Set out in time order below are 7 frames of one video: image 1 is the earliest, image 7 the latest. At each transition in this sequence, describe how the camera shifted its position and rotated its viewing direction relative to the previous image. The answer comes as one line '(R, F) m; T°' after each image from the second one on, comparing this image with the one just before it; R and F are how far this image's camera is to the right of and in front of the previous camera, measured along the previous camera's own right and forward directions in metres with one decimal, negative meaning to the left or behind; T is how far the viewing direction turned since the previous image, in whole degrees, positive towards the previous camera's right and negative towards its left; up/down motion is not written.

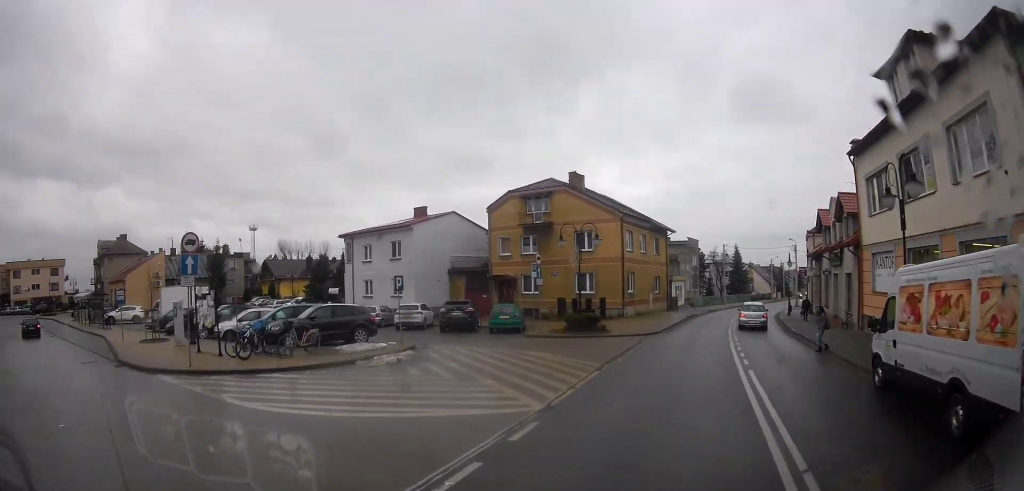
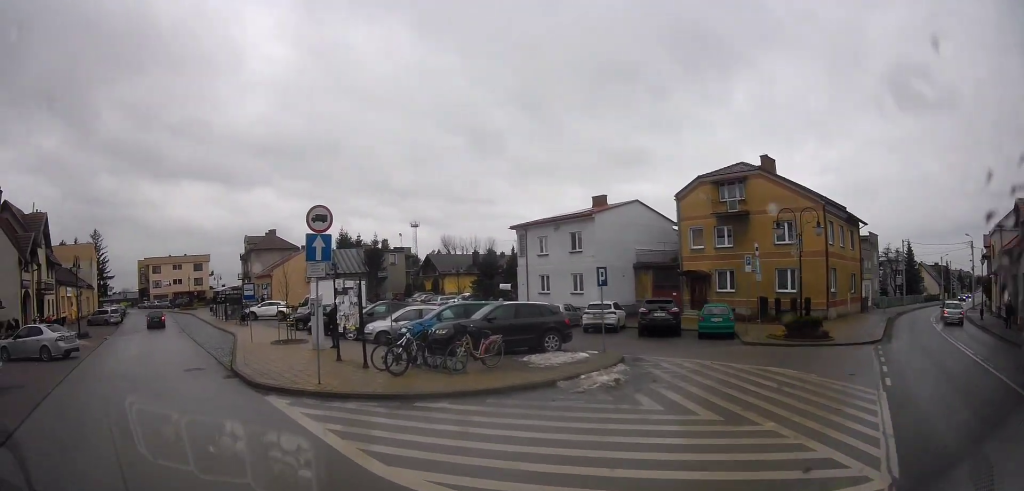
(-1.1, +3.3) m; -25°
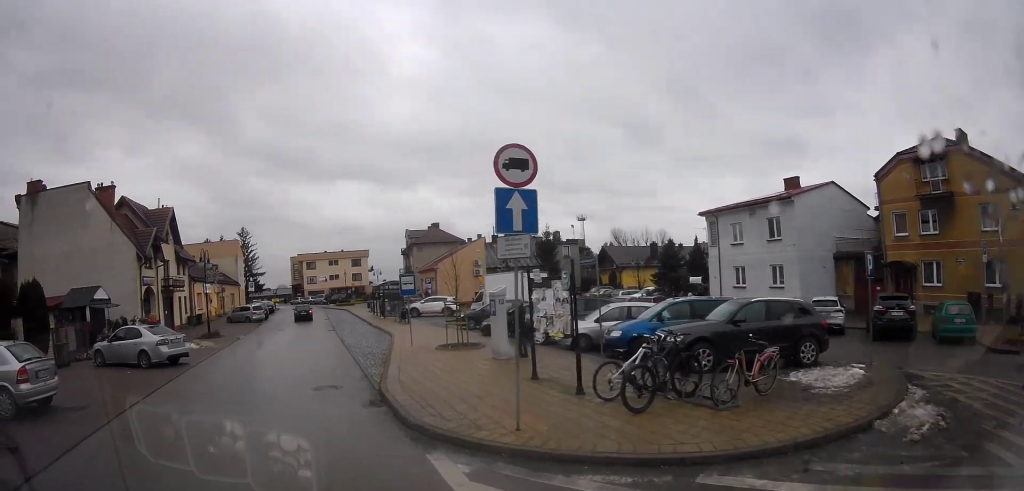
(-0.6, +3.6) m; -10°
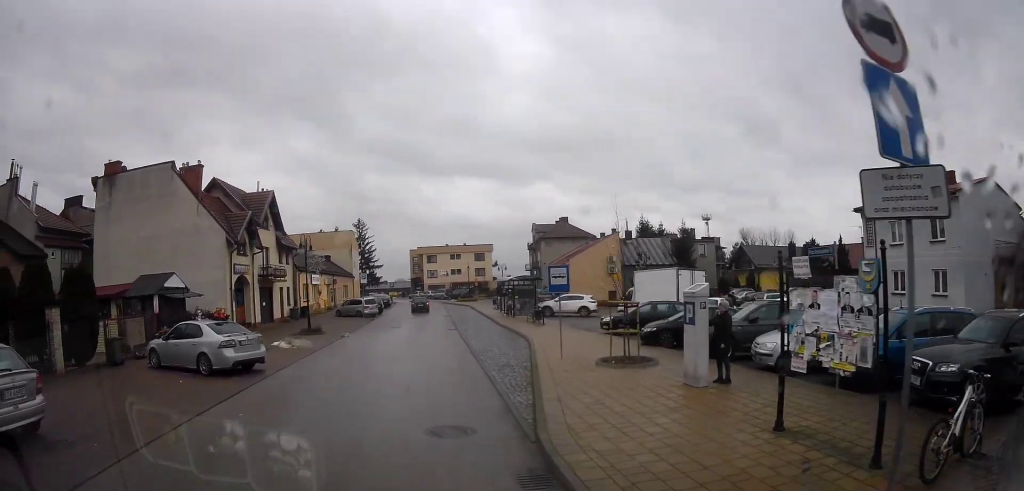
(+0.3, +3.1) m; -16°
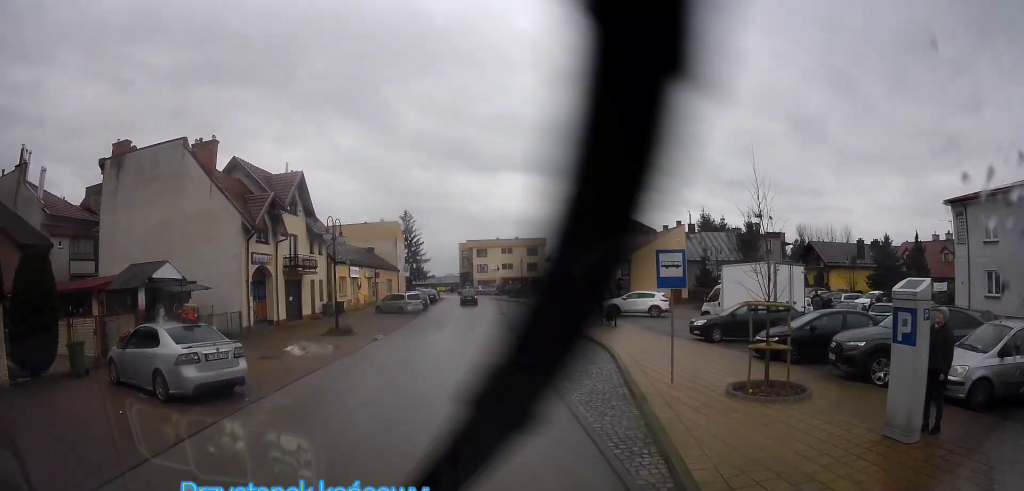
(-1.3, +4.0) m; -16°
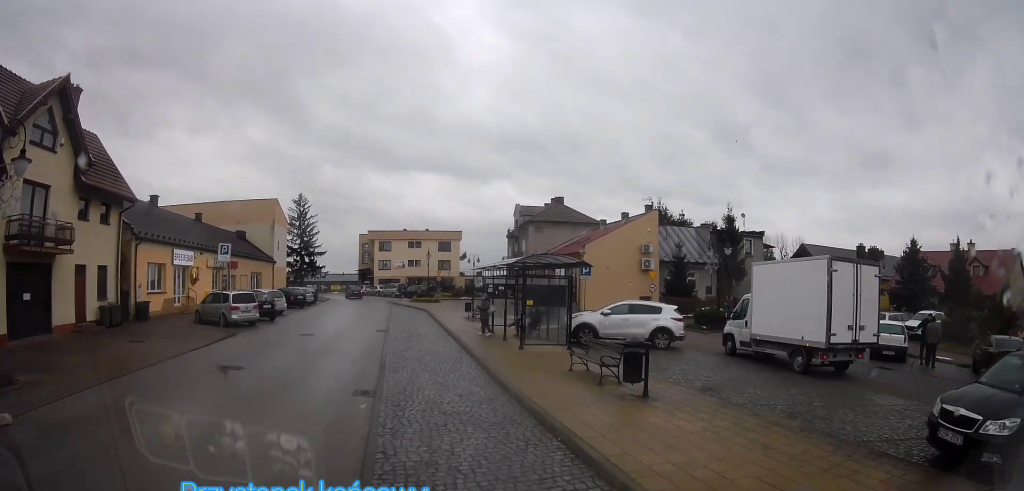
(-0.8, +14.8) m; 0°
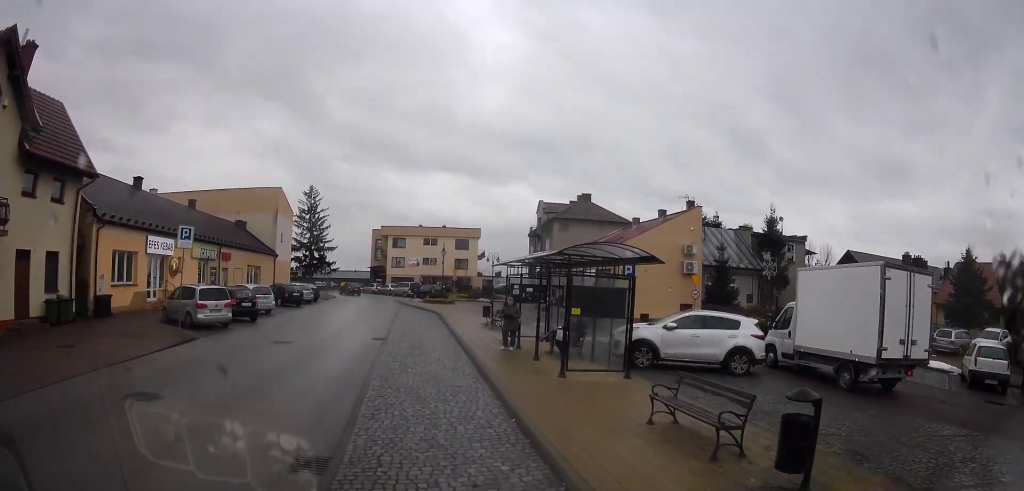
(+0.2, +4.3) m; -1°
